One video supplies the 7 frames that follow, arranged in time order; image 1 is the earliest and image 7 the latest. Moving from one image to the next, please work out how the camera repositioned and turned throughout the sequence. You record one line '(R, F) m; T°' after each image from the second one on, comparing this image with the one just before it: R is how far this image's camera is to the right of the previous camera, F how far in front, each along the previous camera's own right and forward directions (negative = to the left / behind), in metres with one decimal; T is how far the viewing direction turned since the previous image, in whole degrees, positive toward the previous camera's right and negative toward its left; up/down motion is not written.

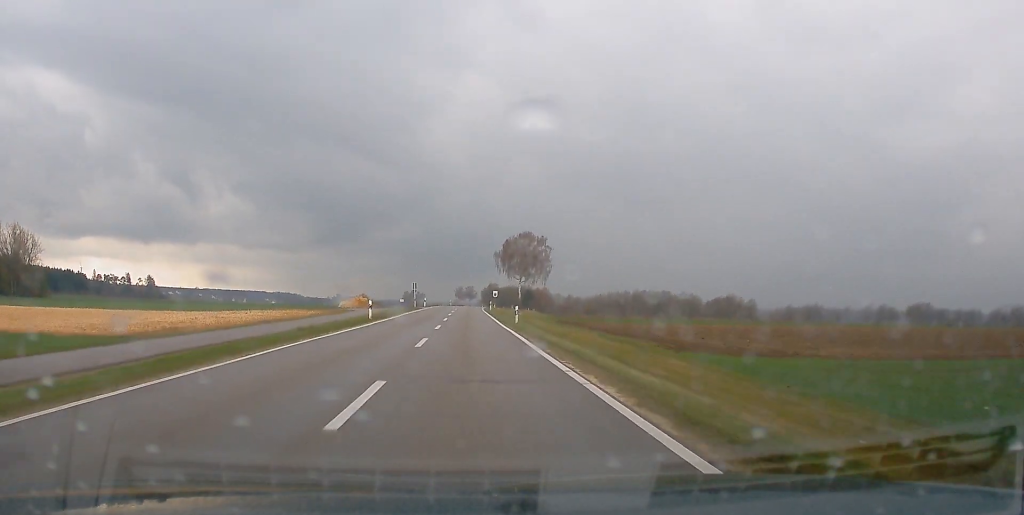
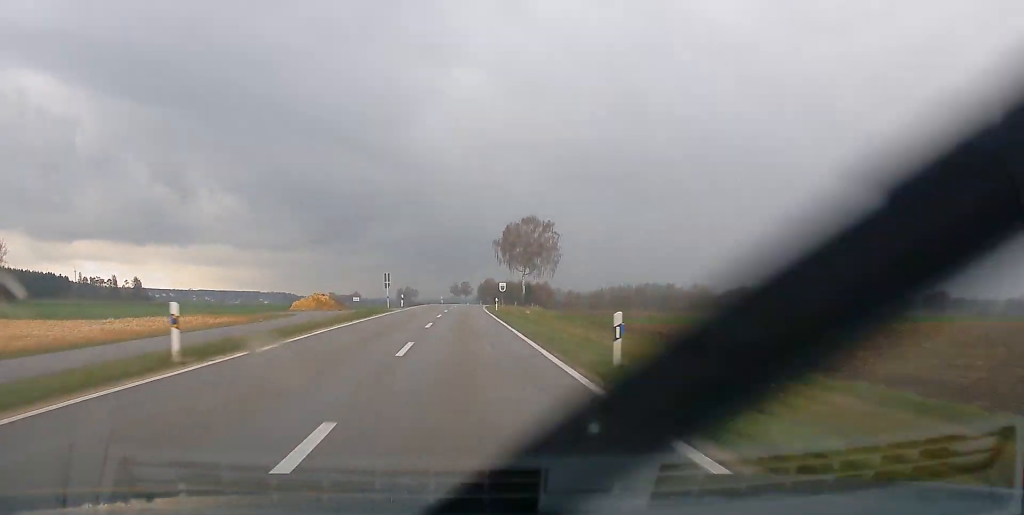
(+0.3, +28.1) m; 0°
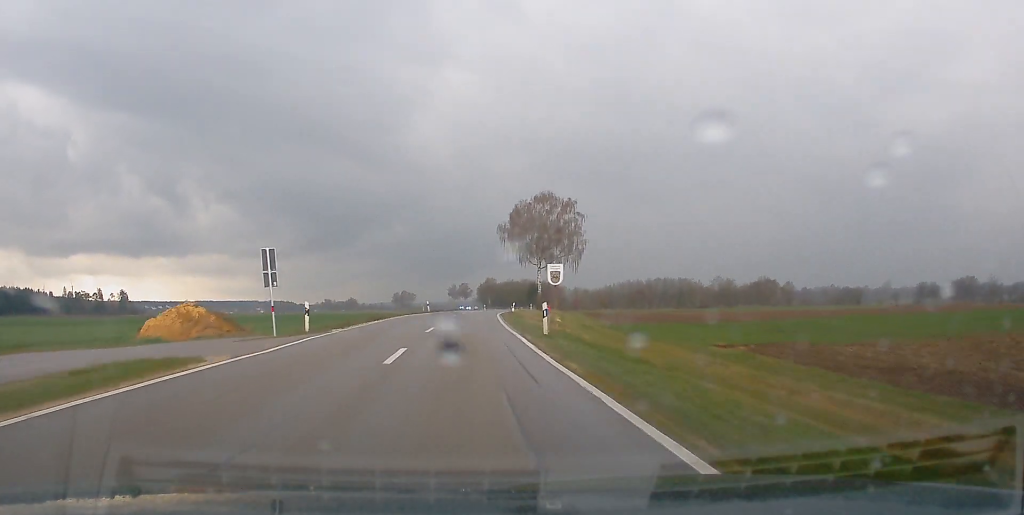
(+0.2, +40.2) m; +1°
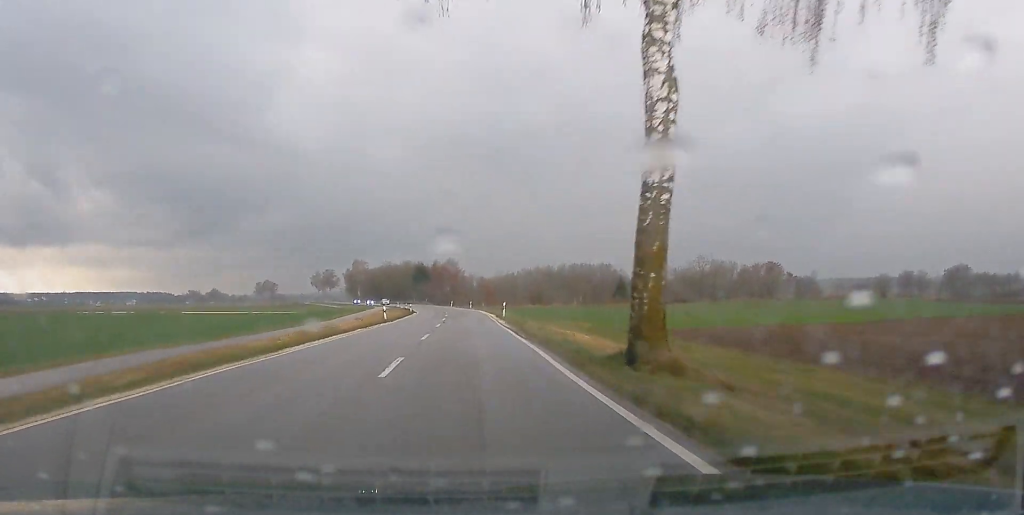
(+7.5, +121.9) m; +6°
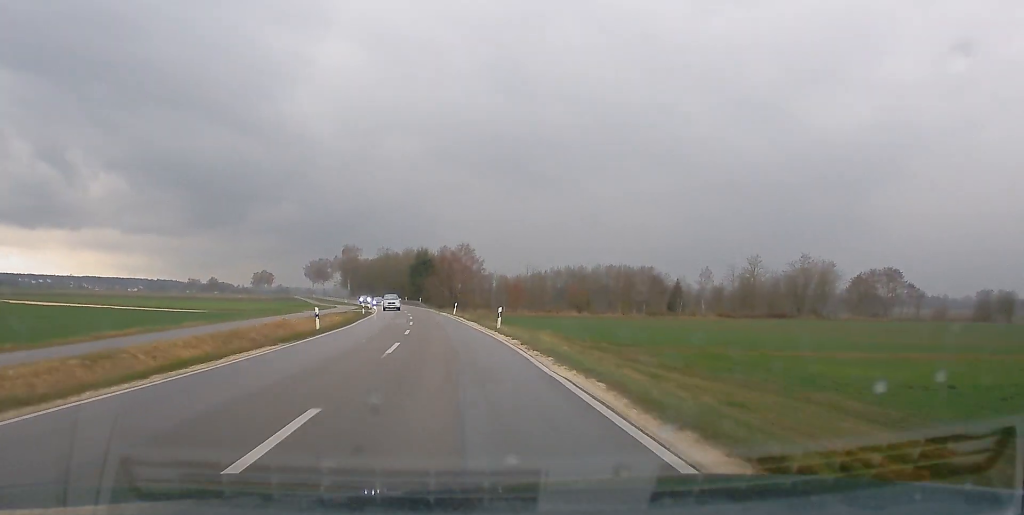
(-0.3, +67.2) m; -2°
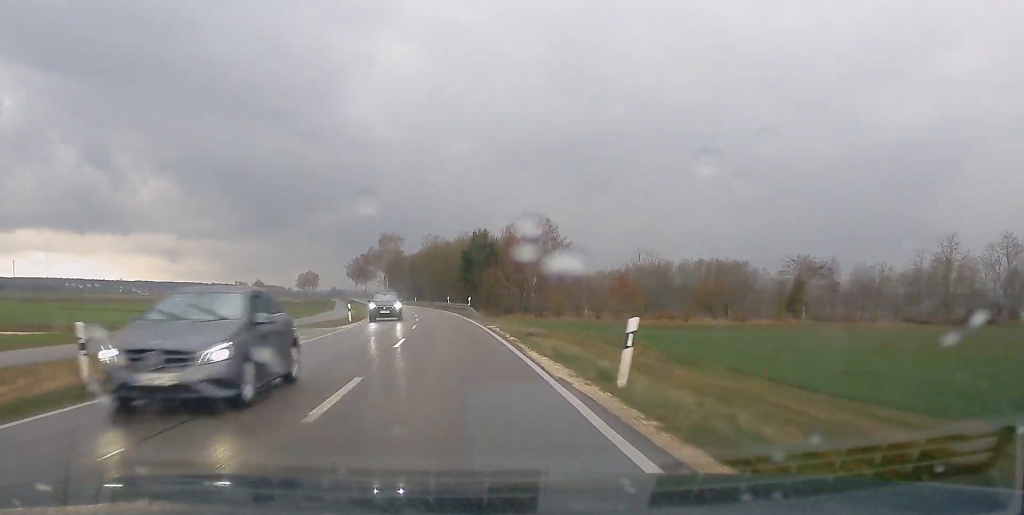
(-1.7, +57.3) m; -4°
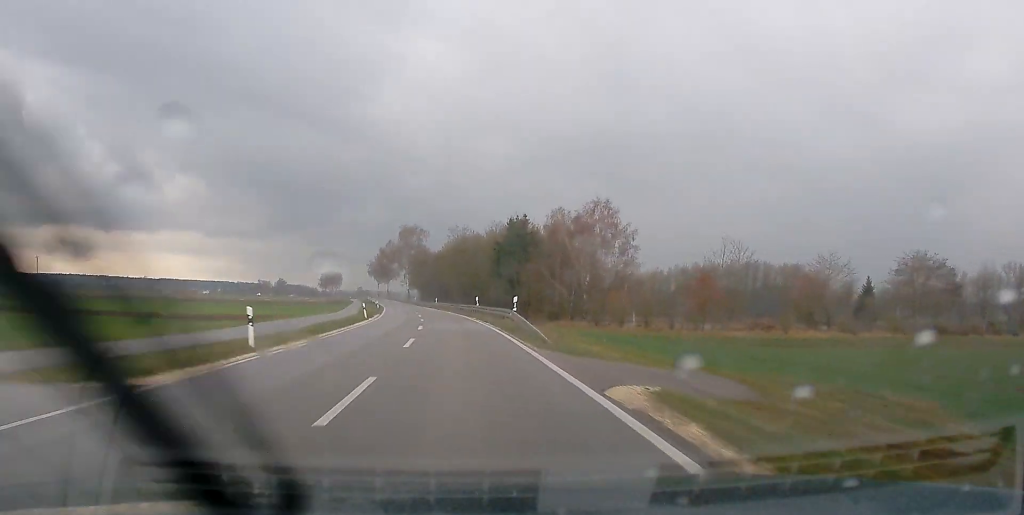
(-0.7, +24.7) m; -2°
